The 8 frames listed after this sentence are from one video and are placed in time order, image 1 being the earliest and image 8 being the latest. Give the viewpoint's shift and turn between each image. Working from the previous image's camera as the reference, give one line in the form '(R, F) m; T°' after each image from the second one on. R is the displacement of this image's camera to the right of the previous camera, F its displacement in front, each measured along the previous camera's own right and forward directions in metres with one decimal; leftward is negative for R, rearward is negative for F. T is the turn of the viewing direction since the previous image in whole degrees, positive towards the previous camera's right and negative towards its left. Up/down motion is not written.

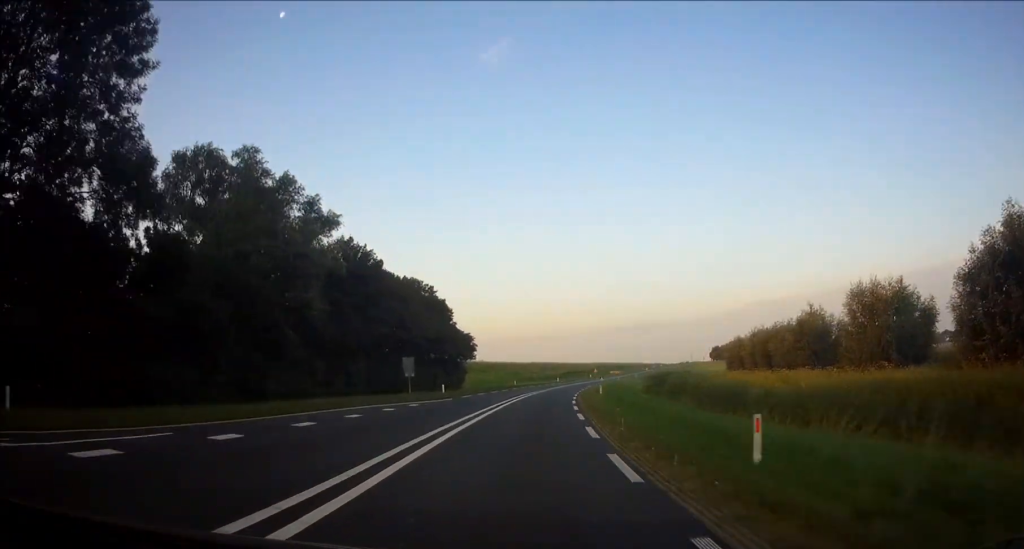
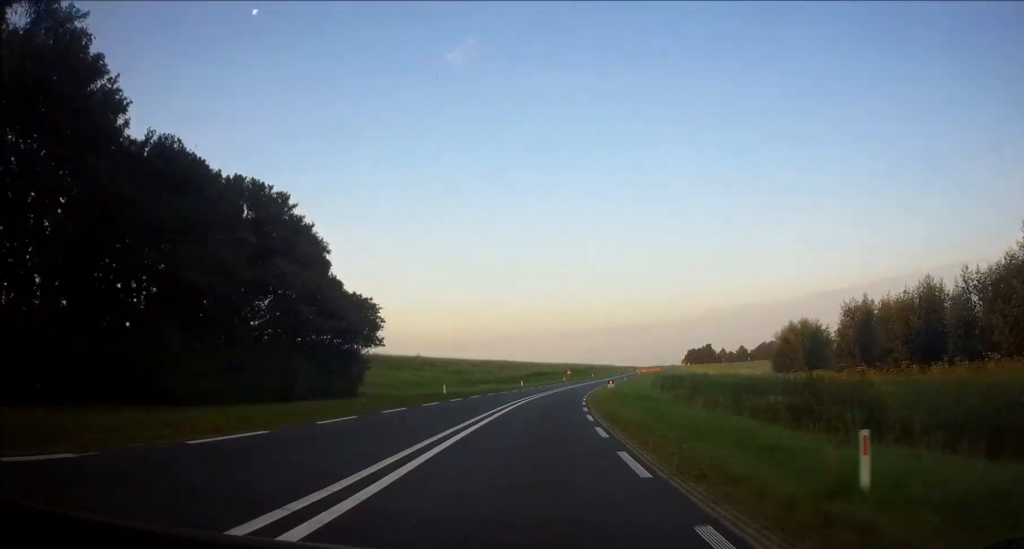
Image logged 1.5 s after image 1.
(+0.3, +34.6) m; +3°
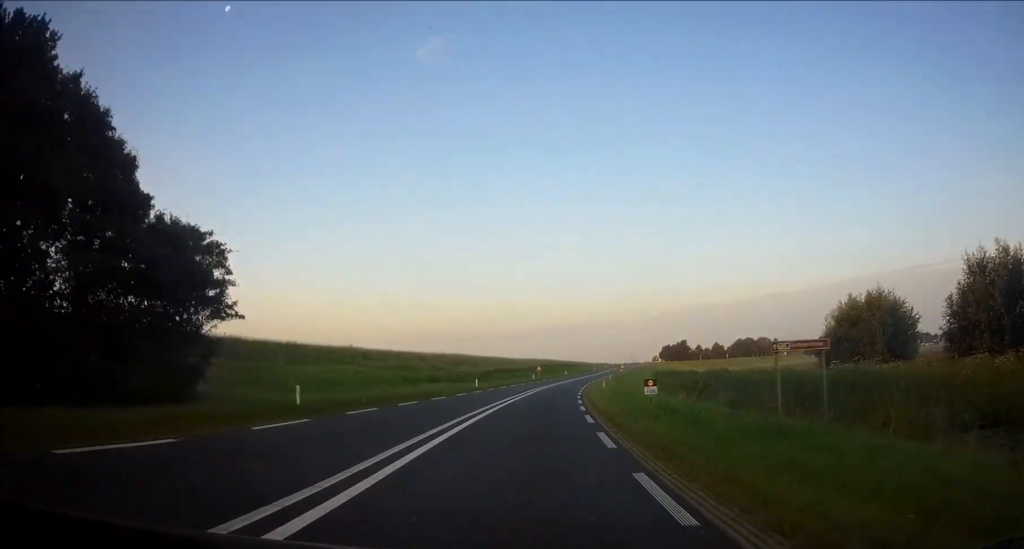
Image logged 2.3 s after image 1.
(+0.8, +20.5) m; +2°
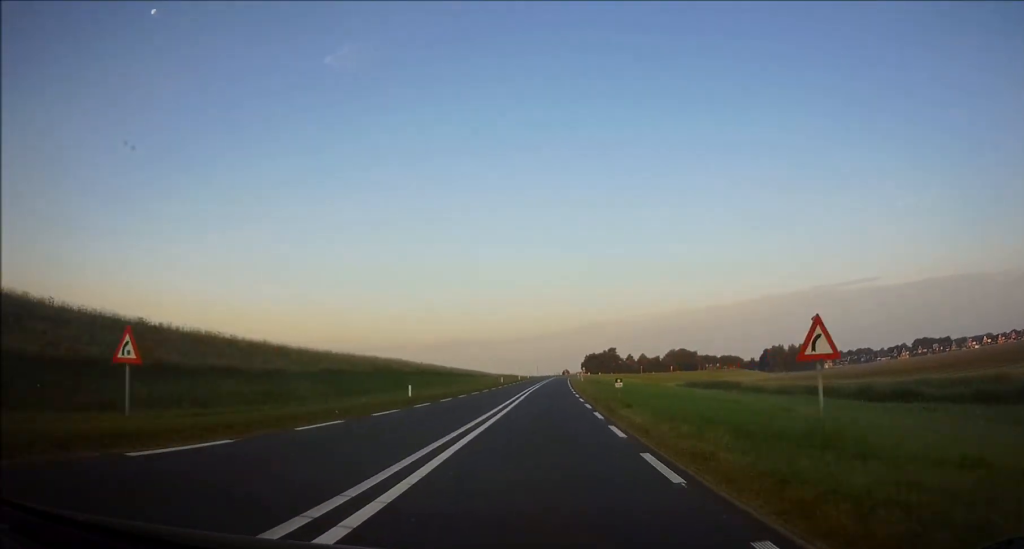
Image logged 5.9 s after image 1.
(+6.6, +85.2) m; +8°
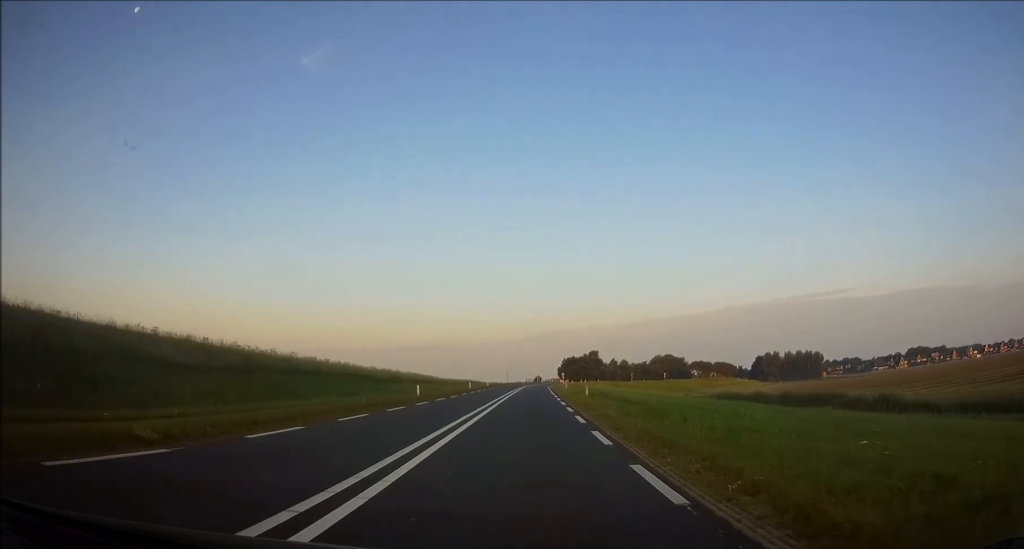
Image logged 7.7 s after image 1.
(+1.3, +42.7) m; +2°
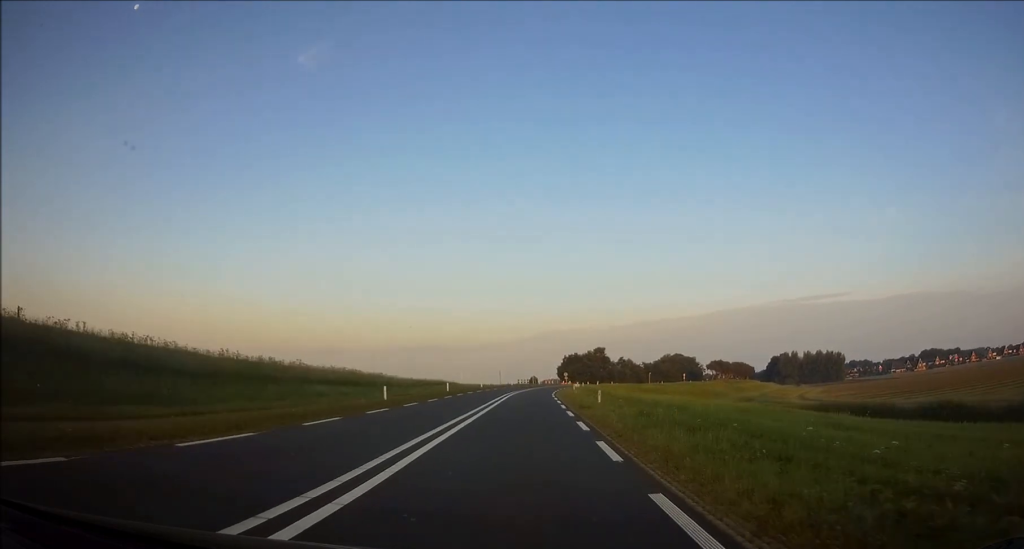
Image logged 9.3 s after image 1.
(+0.4, +37.6) m; +1°
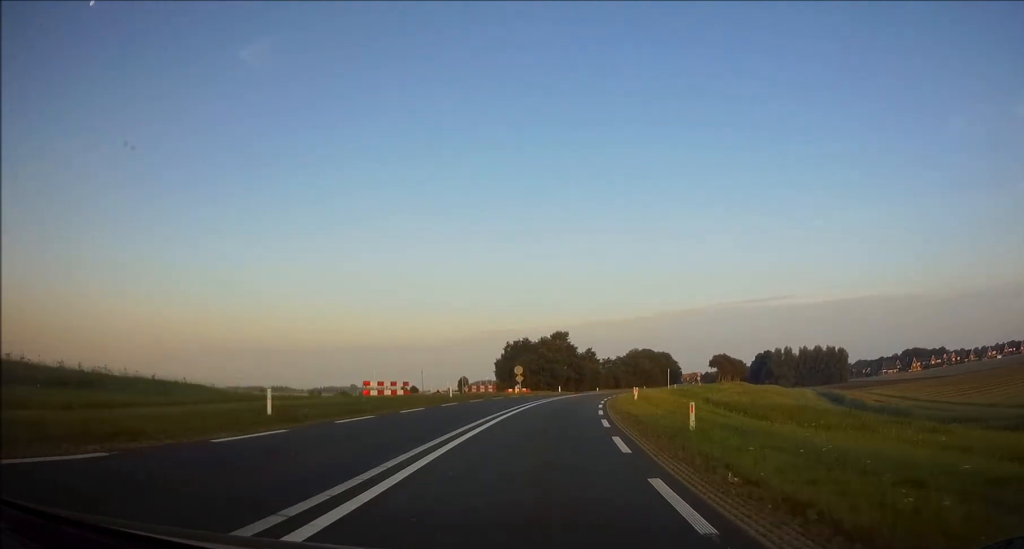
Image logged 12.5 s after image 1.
(+3.7, +74.2) m; +8°
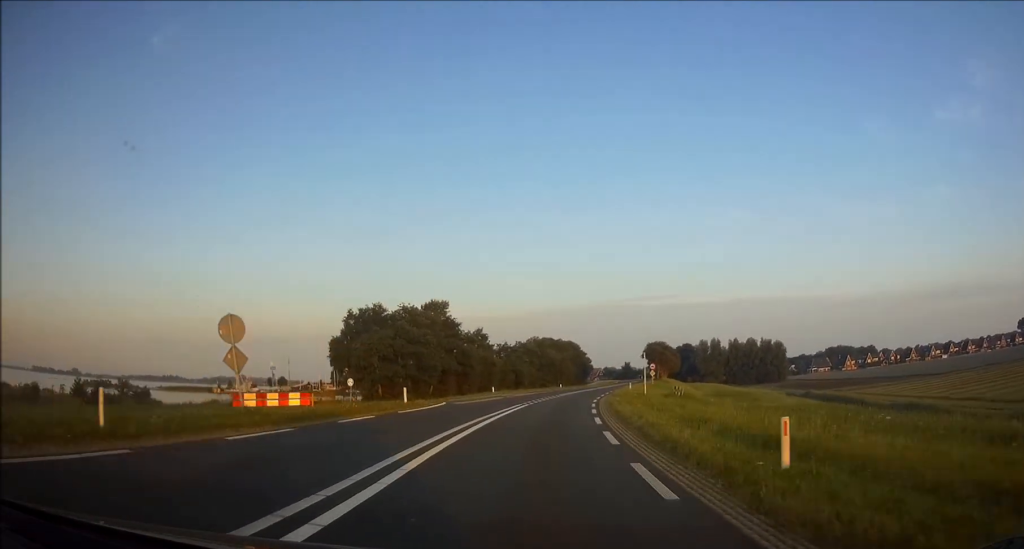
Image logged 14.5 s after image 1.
(+3.1, +44.9) m; +8°
